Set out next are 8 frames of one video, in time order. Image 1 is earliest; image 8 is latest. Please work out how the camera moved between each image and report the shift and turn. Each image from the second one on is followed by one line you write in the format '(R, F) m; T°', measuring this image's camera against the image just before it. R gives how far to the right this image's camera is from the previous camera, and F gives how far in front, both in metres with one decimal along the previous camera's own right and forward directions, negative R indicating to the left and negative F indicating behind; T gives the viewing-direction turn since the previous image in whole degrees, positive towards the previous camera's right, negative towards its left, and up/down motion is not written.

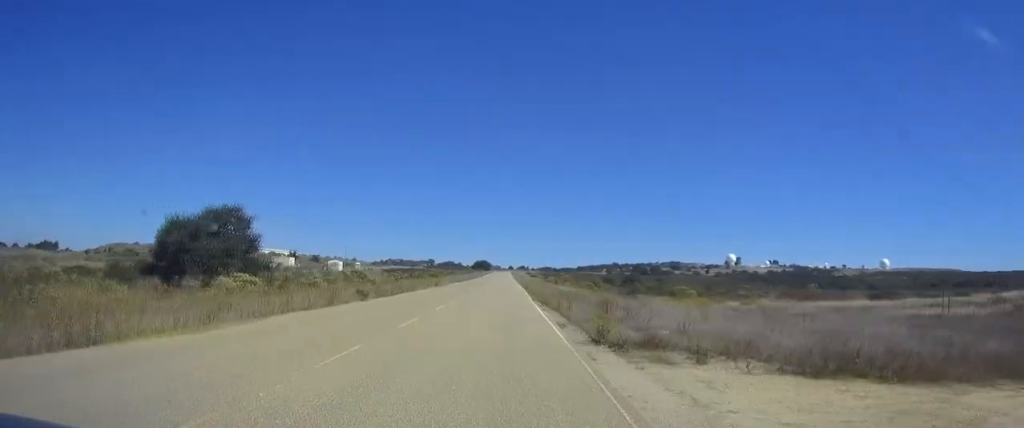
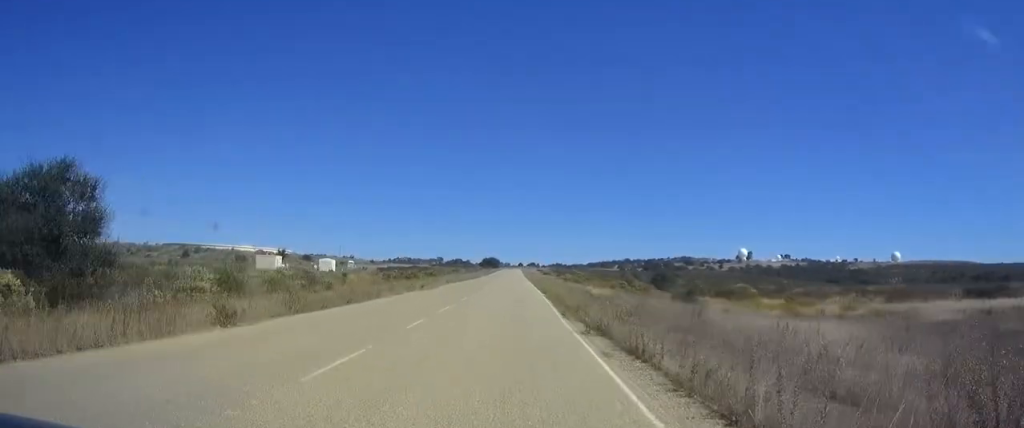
(0.0, +16.5) m; 0°
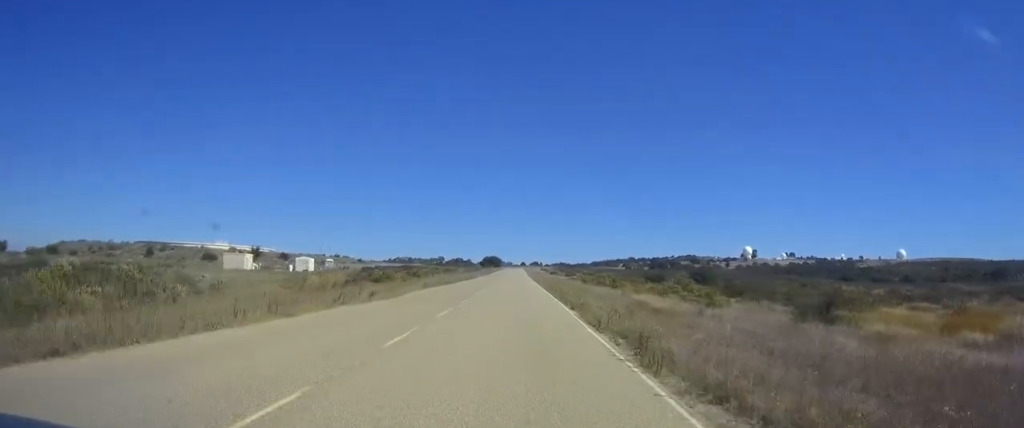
(-0.1, +18.9) m; 0°
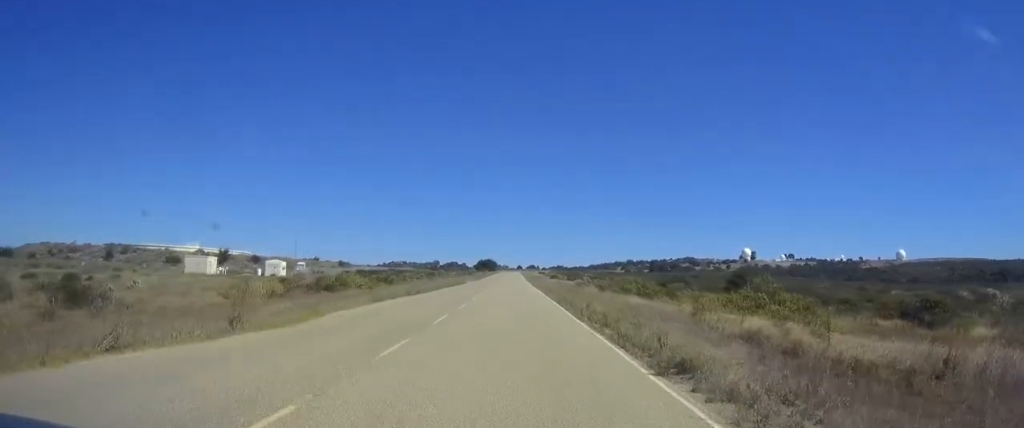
(+0.1, +15.3) m; 0°
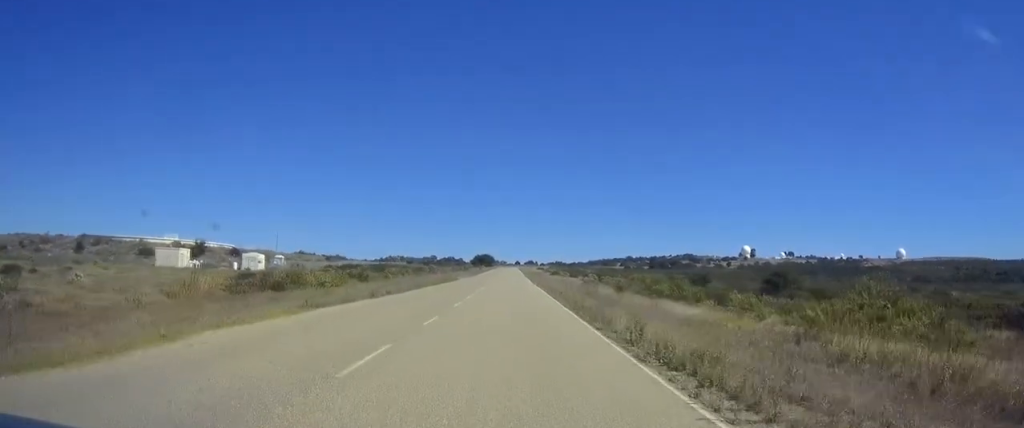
(0.0, +9.9) m; 0°
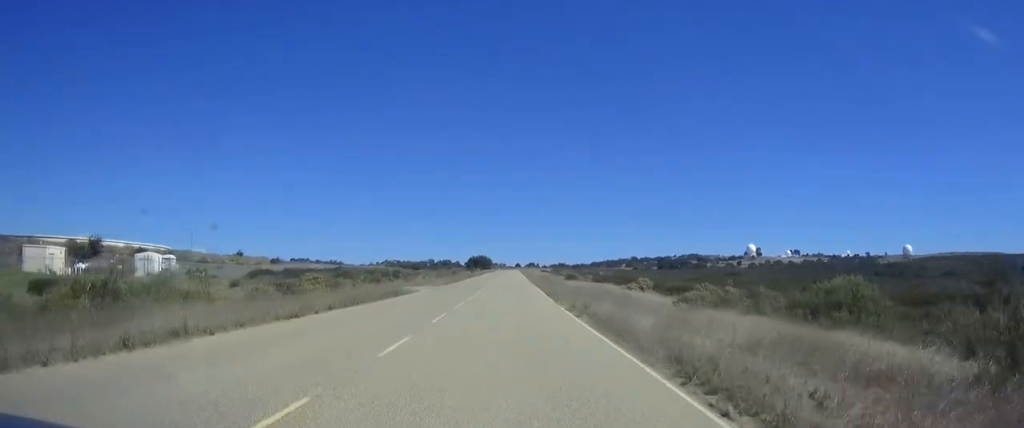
(0.0, +34.4) m; 0°
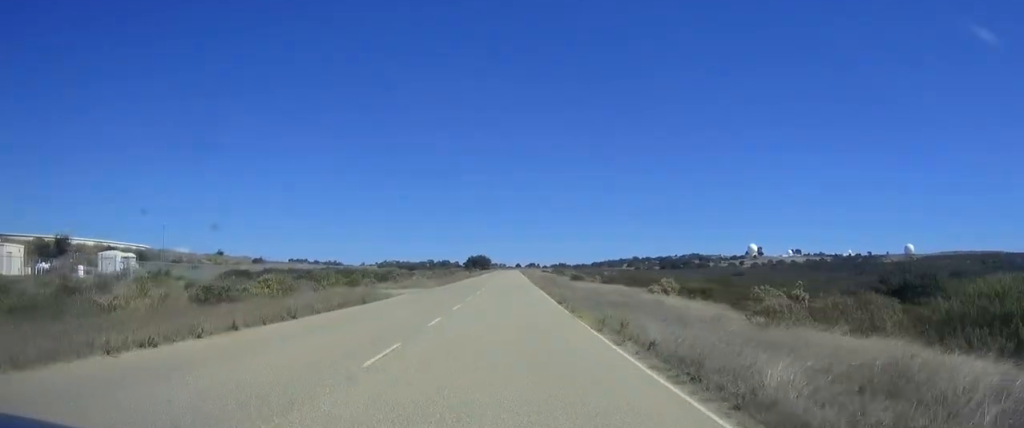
(-0.1, +8.1) m; 0°
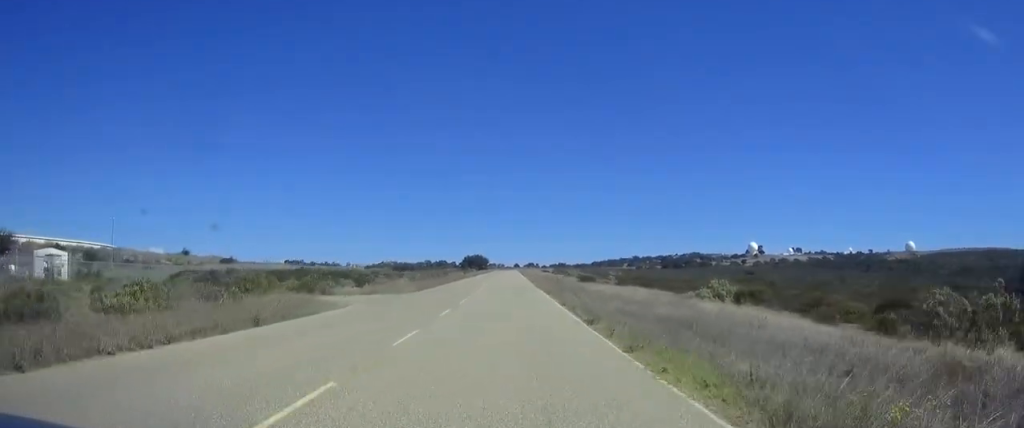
(+0.1, +11.6) m; 0°
